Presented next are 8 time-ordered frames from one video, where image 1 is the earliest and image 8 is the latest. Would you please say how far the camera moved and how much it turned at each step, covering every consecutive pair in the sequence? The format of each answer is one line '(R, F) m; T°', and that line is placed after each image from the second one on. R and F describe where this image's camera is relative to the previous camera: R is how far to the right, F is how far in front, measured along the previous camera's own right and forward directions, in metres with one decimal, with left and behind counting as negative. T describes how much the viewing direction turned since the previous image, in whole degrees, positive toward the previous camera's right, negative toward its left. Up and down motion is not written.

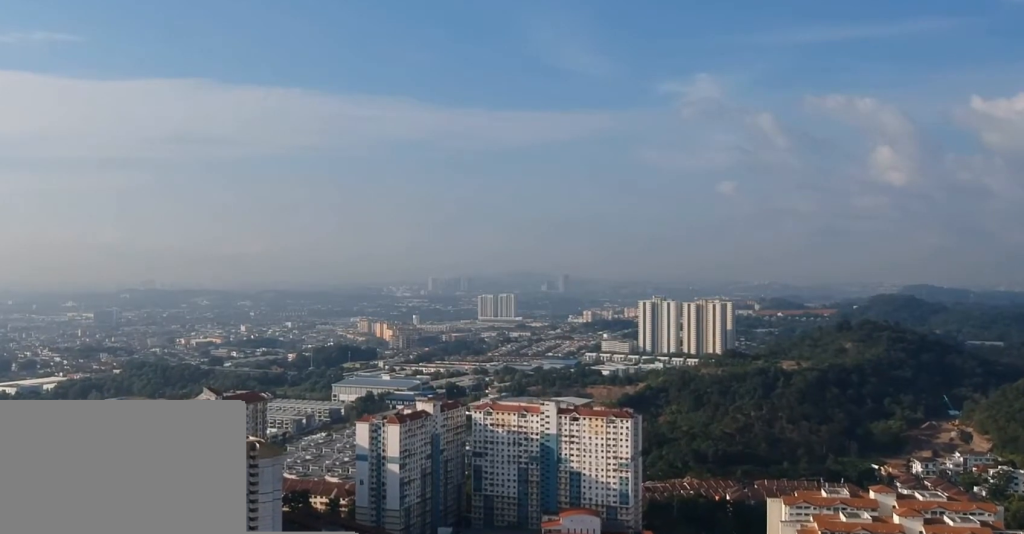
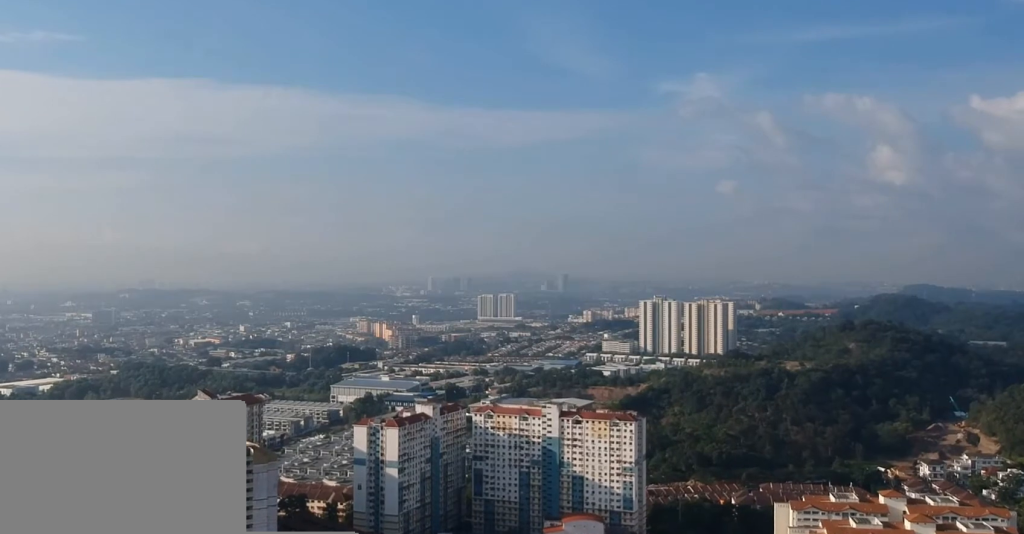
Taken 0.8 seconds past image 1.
(0.0, +10.9) m; 0°
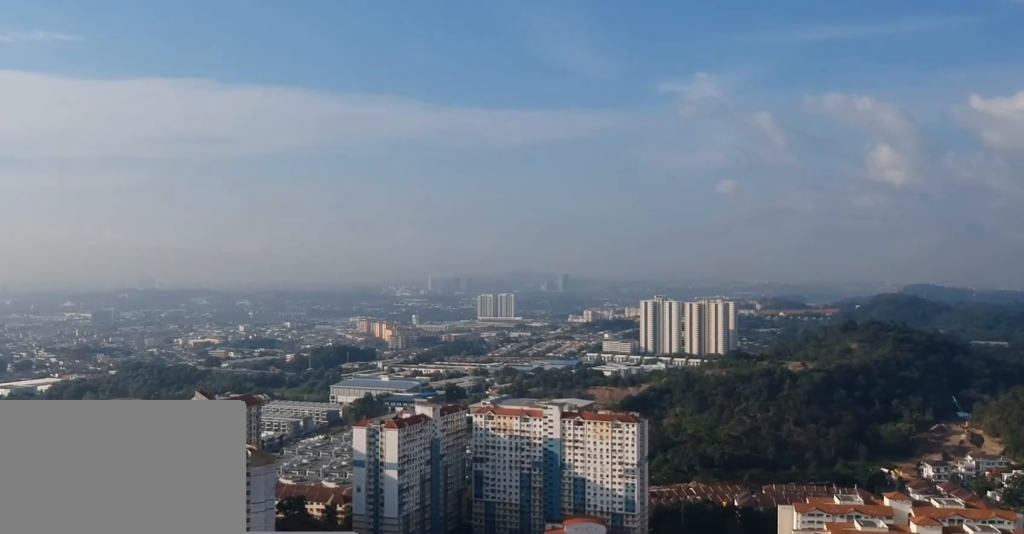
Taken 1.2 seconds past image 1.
(0.0, +5.2) m; 0°
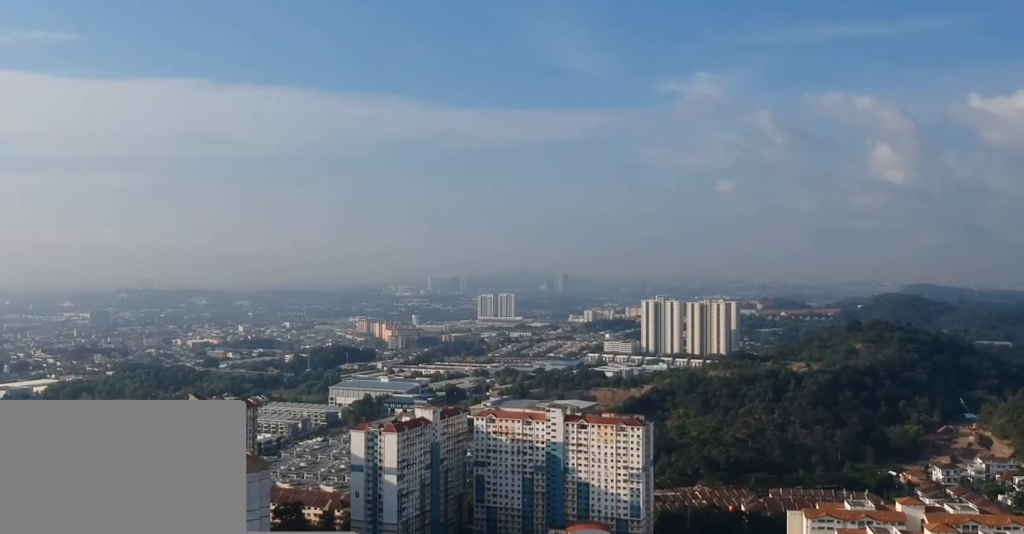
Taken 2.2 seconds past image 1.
(0.0, +11.9) m; 0°
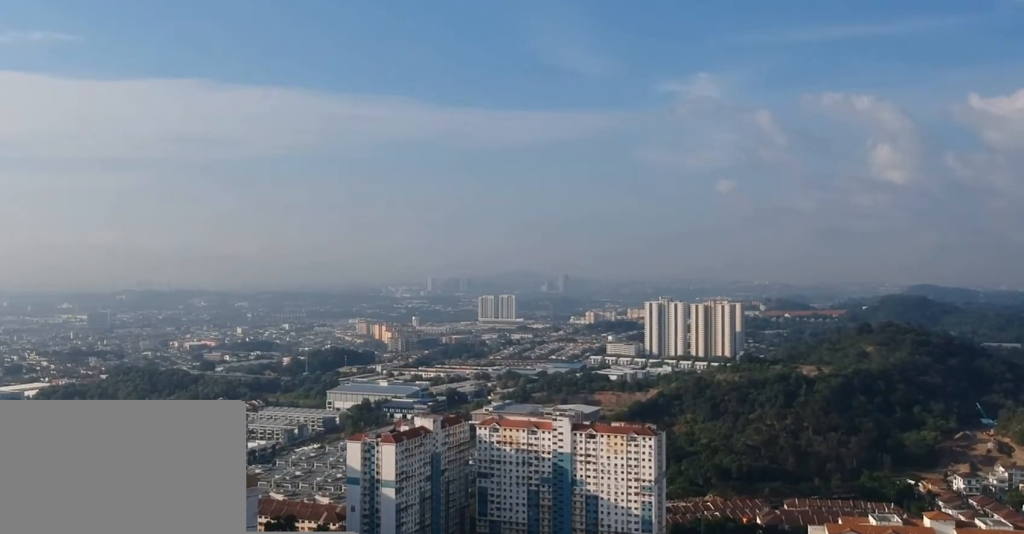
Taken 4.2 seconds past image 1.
(0.0, +25.9) m; 0°
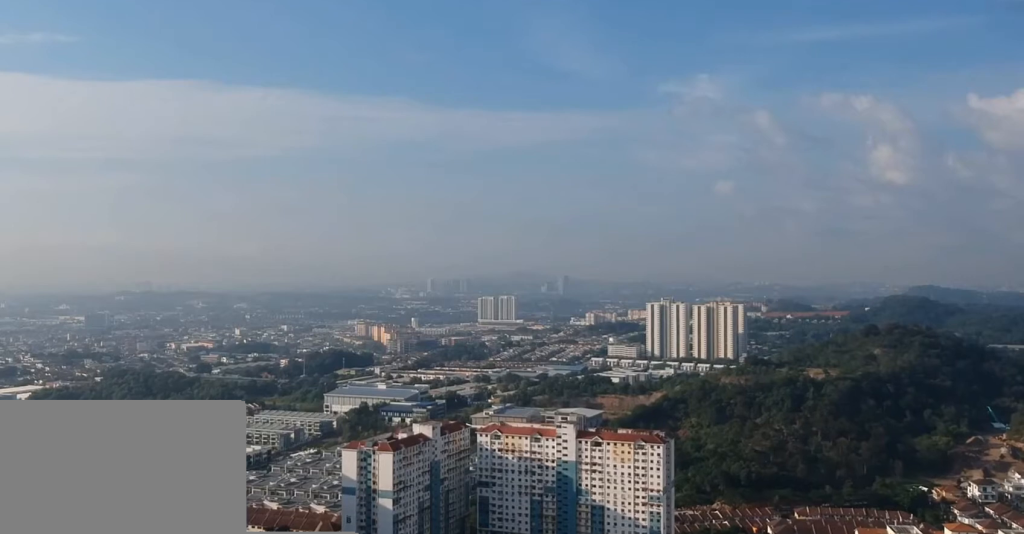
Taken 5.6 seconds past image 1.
(0.0, +18.8) m; 0°
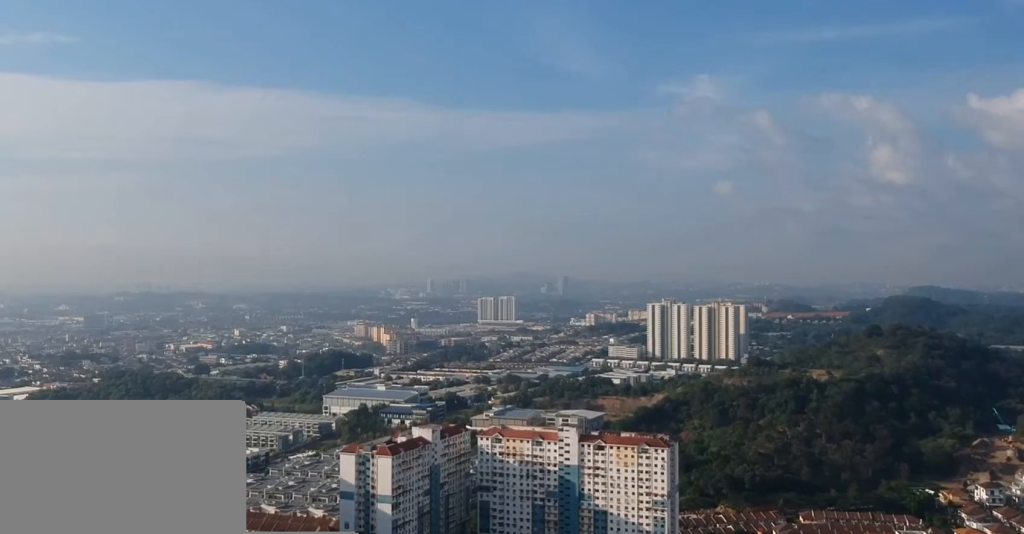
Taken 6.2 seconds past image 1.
(0.0, +8.4) m; 0°
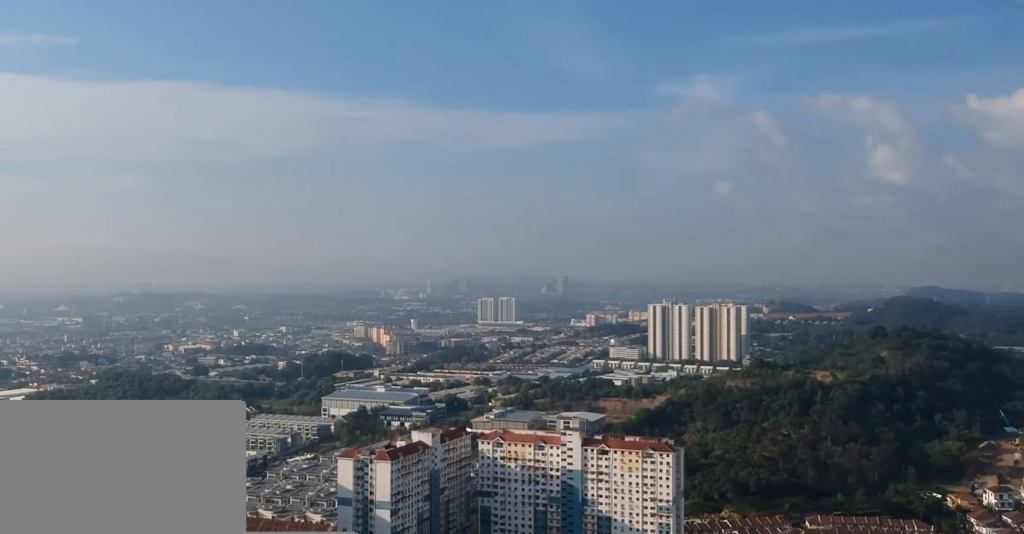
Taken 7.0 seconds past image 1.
(0.0, +9.4) m; 0°
